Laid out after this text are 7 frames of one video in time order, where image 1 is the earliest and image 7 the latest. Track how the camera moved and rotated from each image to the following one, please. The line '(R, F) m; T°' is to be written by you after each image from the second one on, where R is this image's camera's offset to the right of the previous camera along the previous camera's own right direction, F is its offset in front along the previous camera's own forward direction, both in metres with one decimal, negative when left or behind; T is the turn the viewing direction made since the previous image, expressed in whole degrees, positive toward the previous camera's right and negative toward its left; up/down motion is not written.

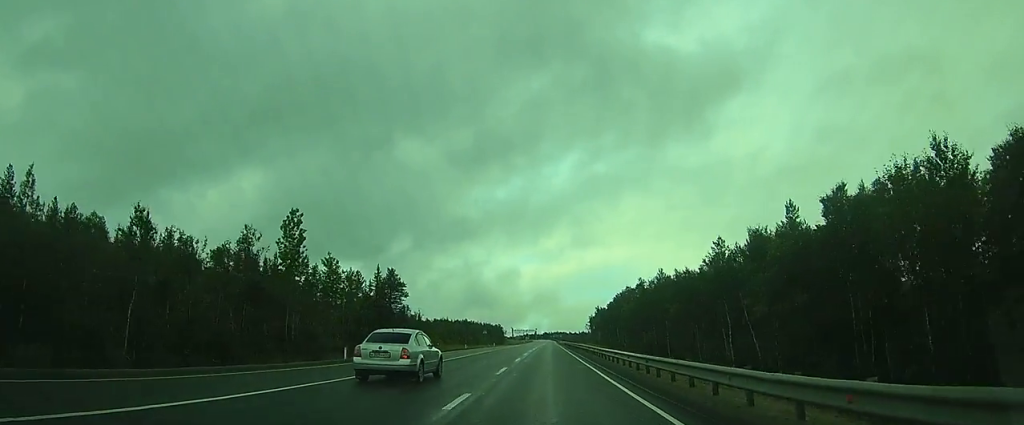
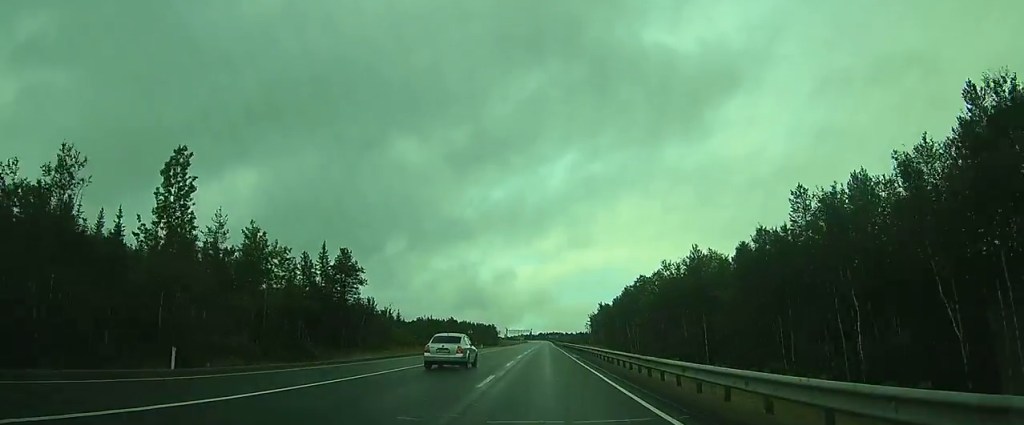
(0.0, +16.5) m; 0°
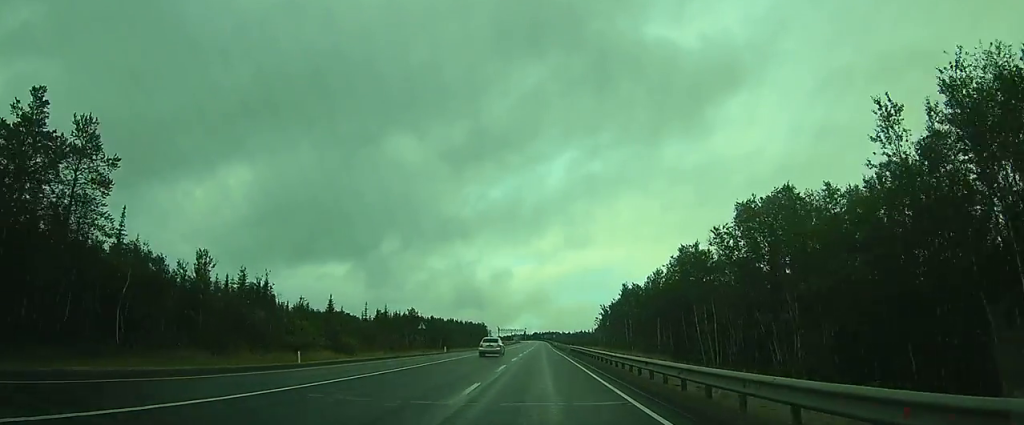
(0.0, +36.8) m; 0°
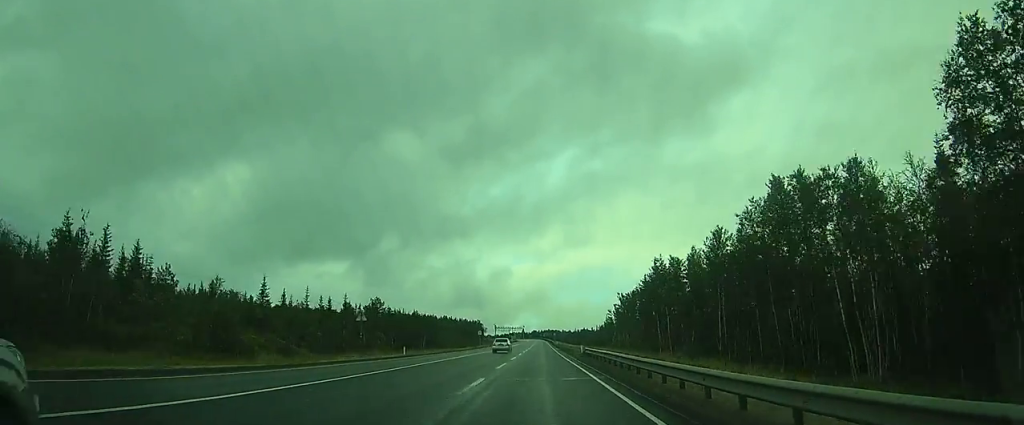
(+0.3, +19.8) m; +3°
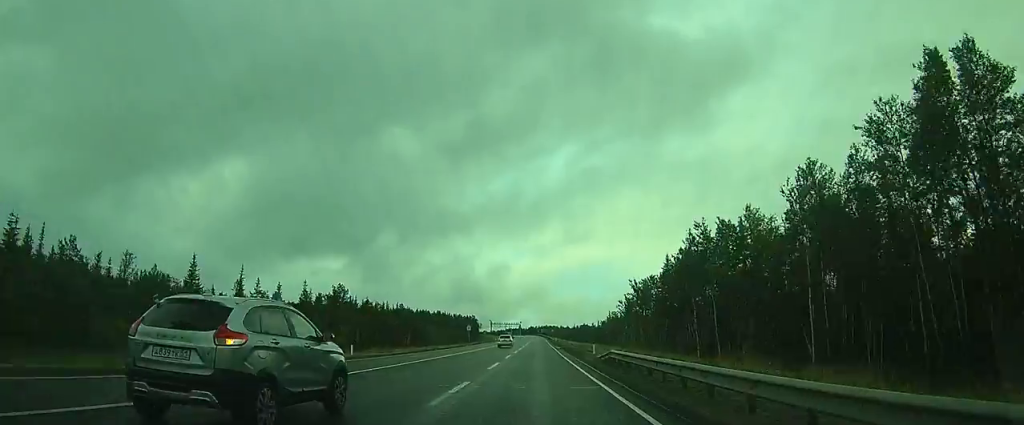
(+0.3, +13.5) m; +2°
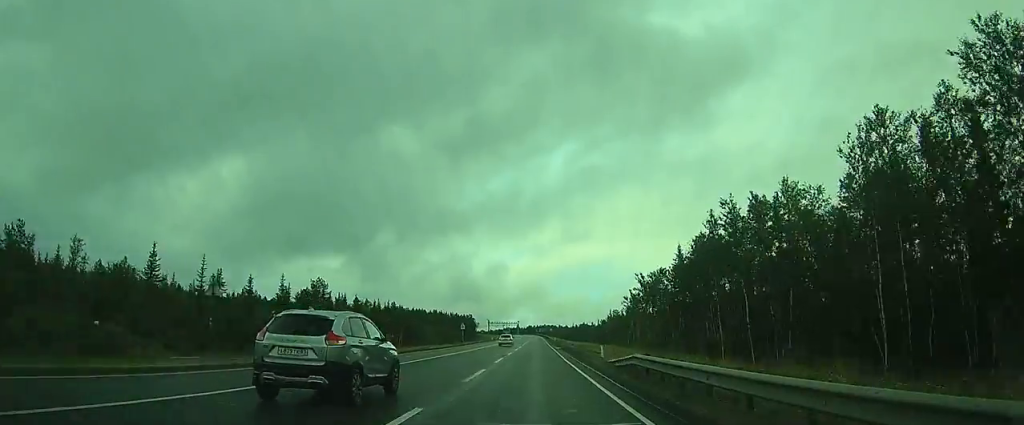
(+0.1, +6.2) m; +1°
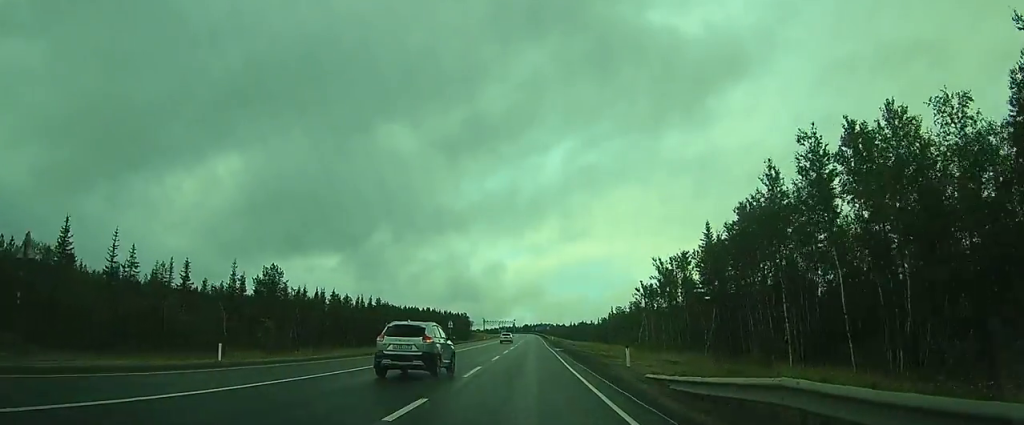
(+0.2, +12.5) m; 0°
